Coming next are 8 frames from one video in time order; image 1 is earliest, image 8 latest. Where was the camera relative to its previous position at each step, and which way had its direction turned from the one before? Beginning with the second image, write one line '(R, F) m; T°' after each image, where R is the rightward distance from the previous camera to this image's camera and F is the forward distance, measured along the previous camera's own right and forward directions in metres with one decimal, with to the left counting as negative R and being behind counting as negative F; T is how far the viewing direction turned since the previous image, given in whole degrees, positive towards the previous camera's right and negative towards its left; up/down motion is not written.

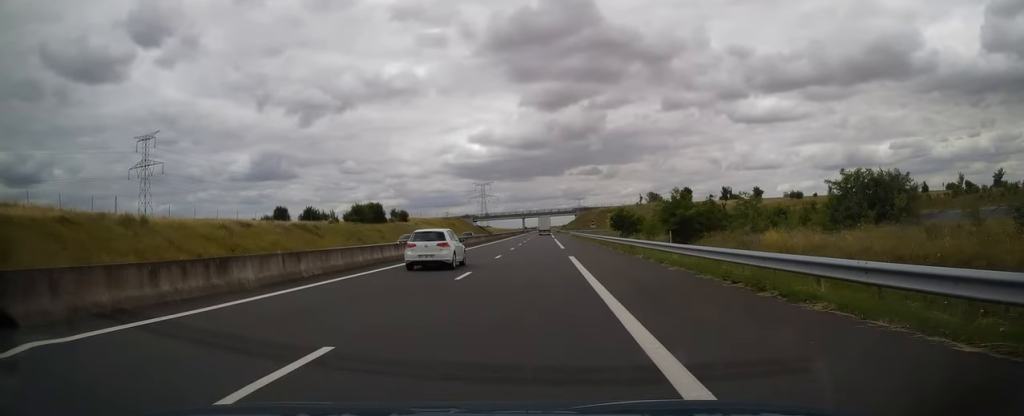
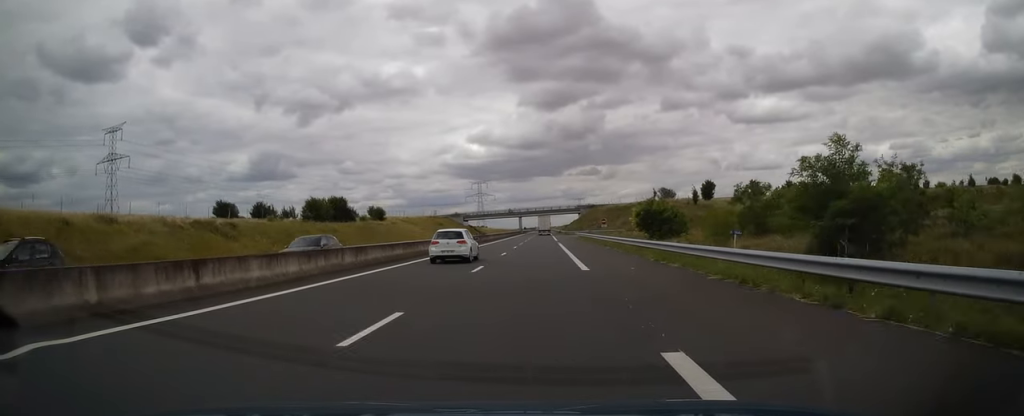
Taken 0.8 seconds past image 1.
(+0.1, +23.0) m; -1°
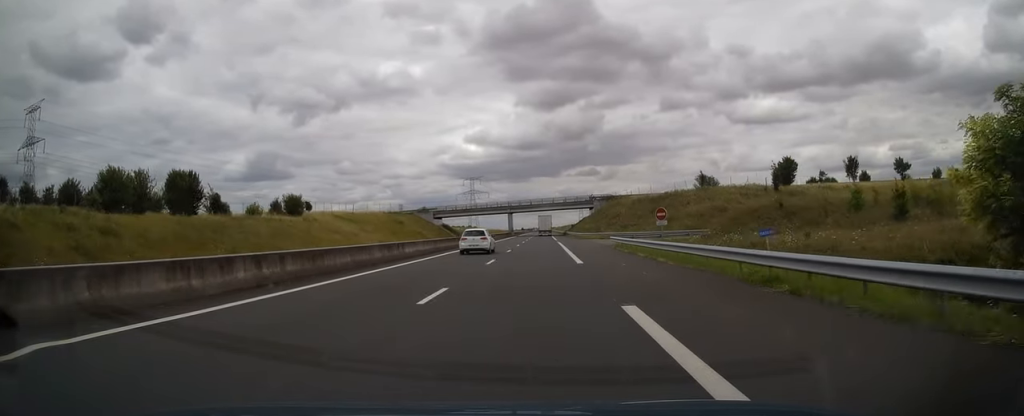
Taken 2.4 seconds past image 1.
(-0.3, +47.9) m; 0°
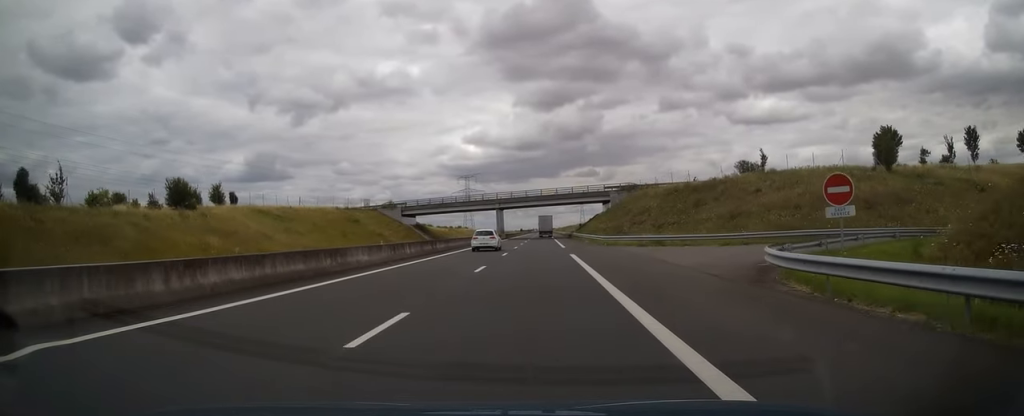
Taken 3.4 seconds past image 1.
(+0.2, +30.2) m; 0°
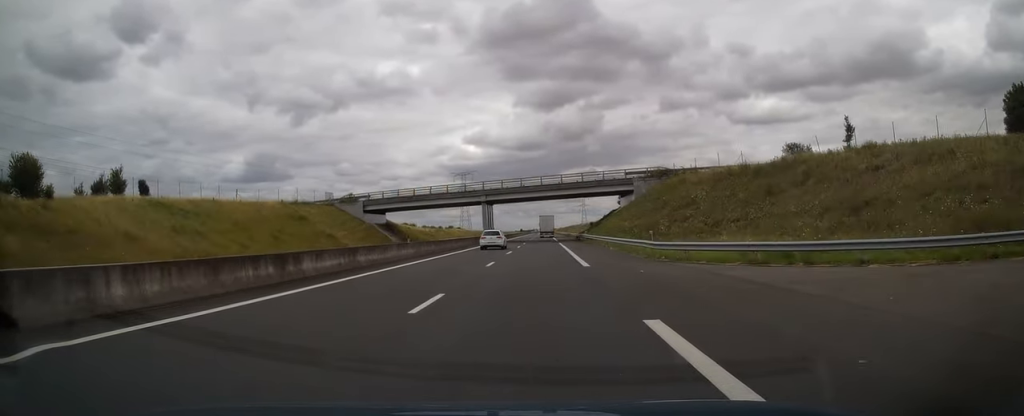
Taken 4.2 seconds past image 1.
(-0.1, +22.9) m; 0°
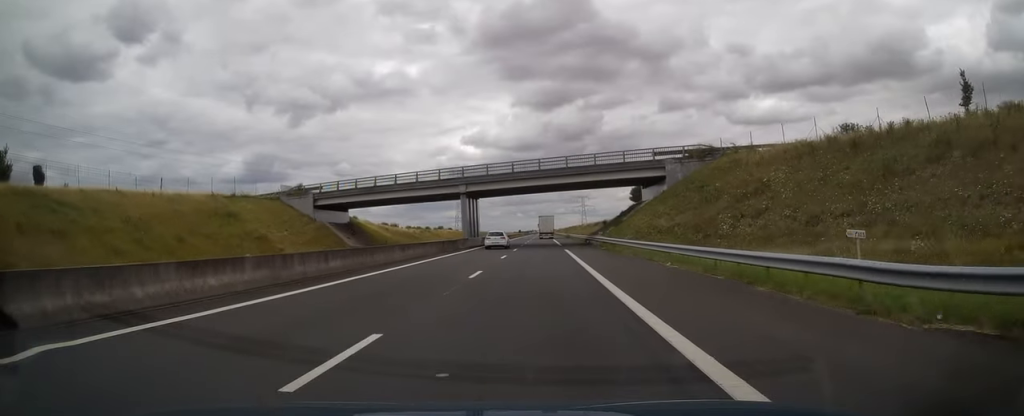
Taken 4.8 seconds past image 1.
(-0.2, +18.0) m; 0°
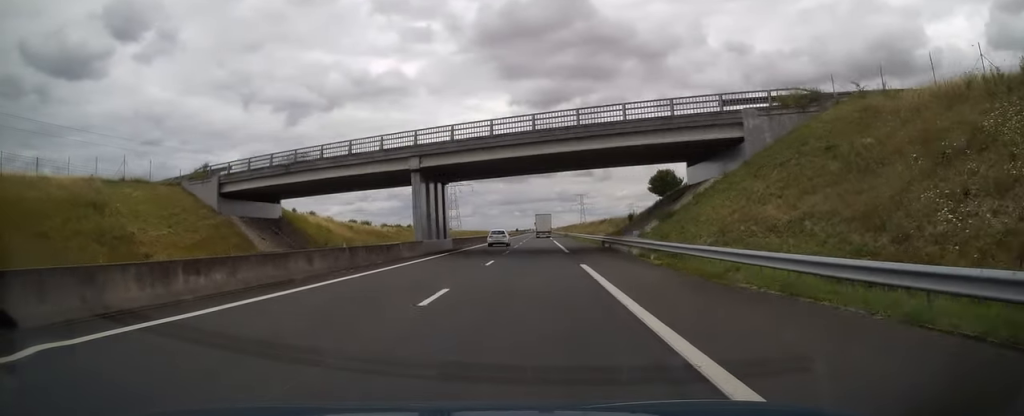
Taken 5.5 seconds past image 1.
(+0.3, +20.0) m; +1°
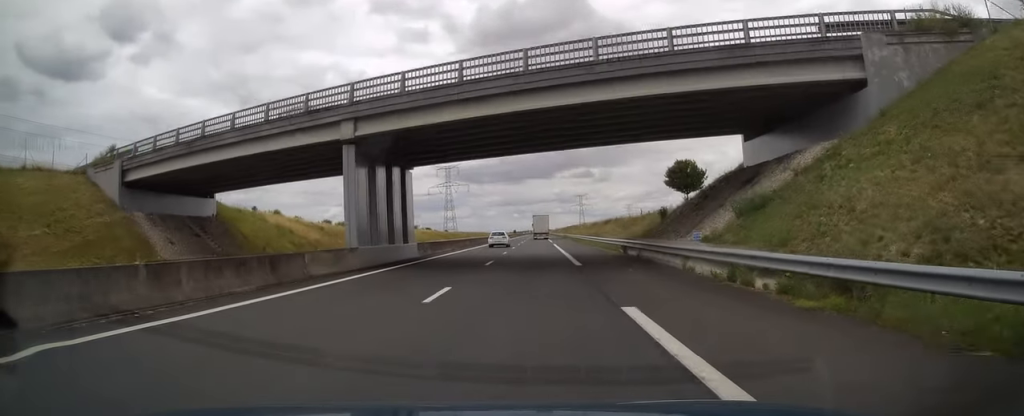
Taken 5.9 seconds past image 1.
(0.0, +12.2) m; 0°
